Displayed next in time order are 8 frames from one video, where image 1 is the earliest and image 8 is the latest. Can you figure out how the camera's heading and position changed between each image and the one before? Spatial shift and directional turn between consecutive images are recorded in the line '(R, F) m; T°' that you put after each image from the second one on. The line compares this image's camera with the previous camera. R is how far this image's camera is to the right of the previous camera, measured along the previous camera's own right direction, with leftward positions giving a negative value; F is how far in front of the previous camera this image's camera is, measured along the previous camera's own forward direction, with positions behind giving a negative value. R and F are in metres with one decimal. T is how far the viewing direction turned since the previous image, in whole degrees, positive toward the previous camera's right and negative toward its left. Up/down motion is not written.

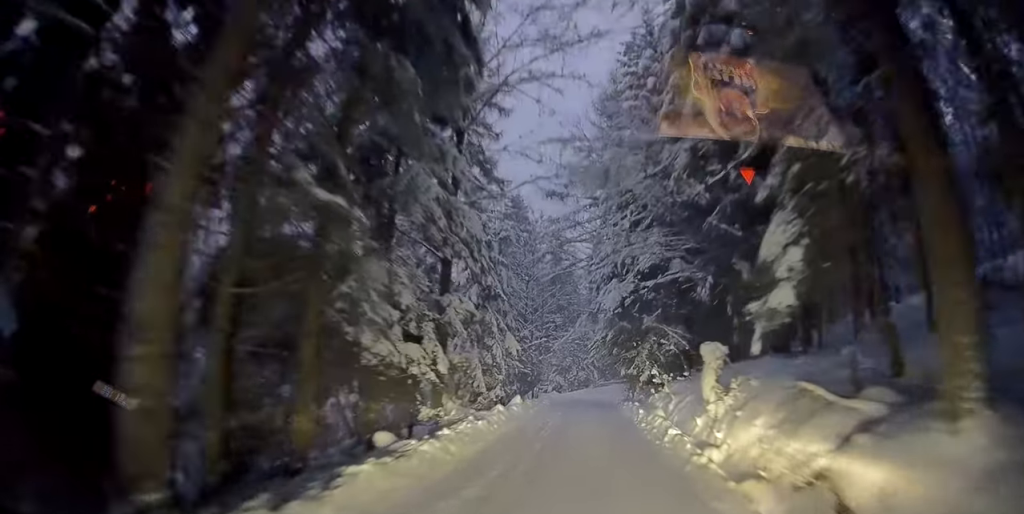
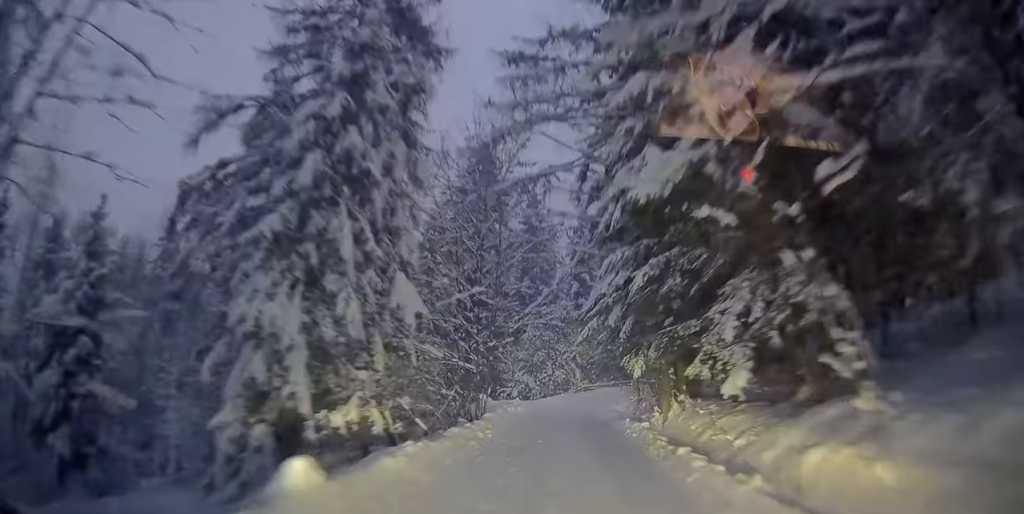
(+0.4, +13.0) m; +1°
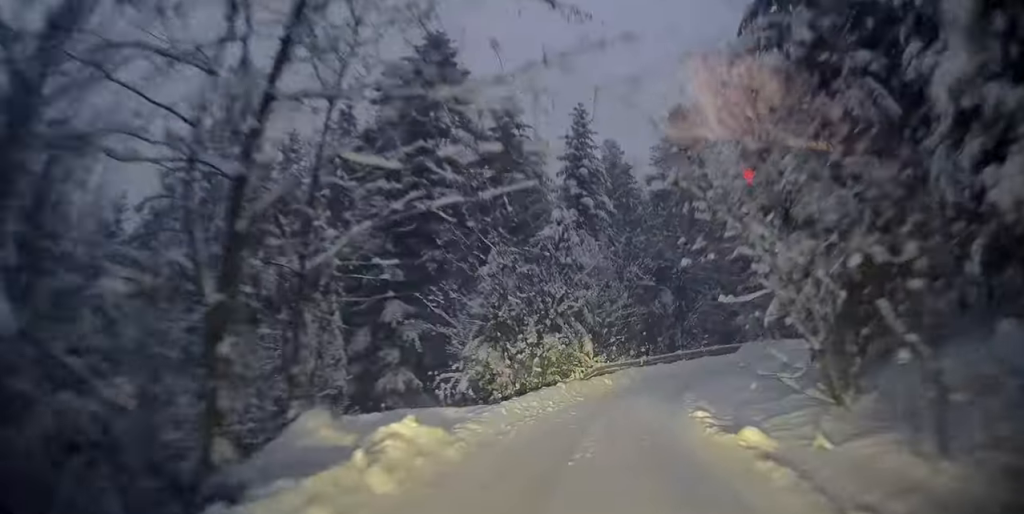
(-1.0, +17.5) m; -5°
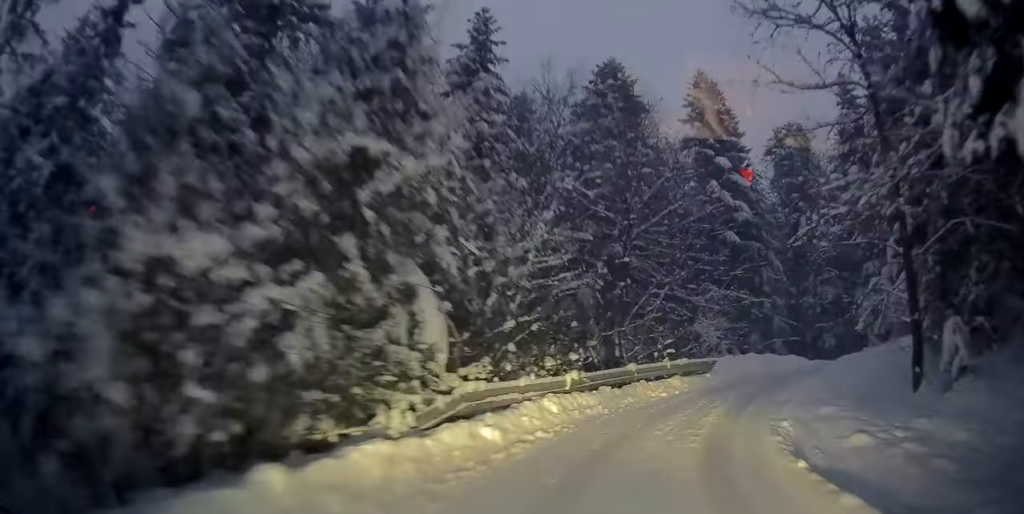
(+0.5, +14.6) m; +5°
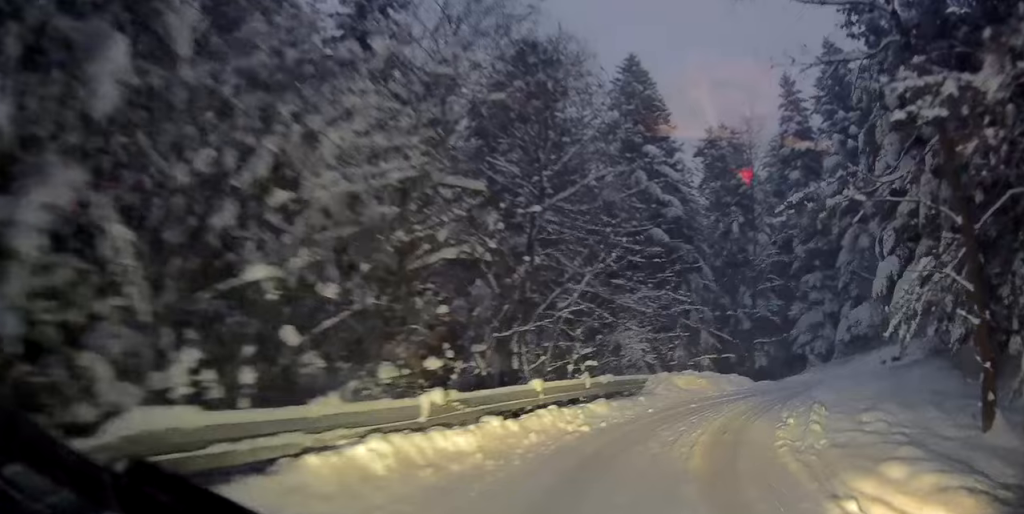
(0.0, +5.9) m; +4°
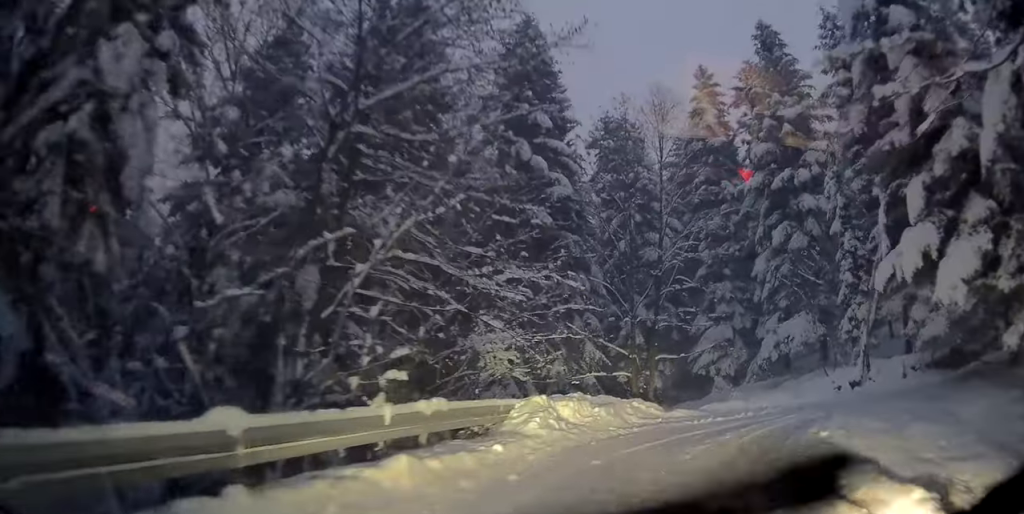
(+0.8, +7.5) m; +8°
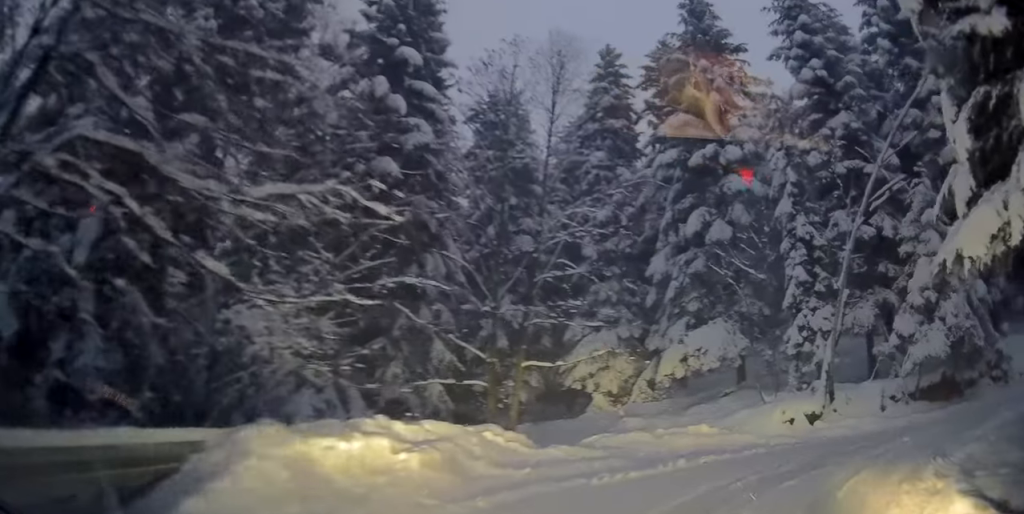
(+0.6, +6.2) m; +21°
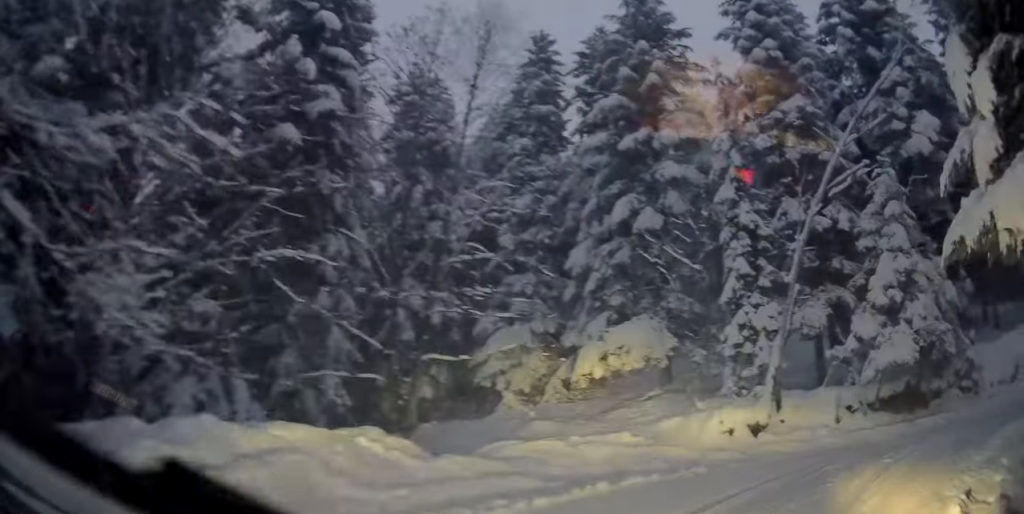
(+0.4, +1.7) m; +9°
